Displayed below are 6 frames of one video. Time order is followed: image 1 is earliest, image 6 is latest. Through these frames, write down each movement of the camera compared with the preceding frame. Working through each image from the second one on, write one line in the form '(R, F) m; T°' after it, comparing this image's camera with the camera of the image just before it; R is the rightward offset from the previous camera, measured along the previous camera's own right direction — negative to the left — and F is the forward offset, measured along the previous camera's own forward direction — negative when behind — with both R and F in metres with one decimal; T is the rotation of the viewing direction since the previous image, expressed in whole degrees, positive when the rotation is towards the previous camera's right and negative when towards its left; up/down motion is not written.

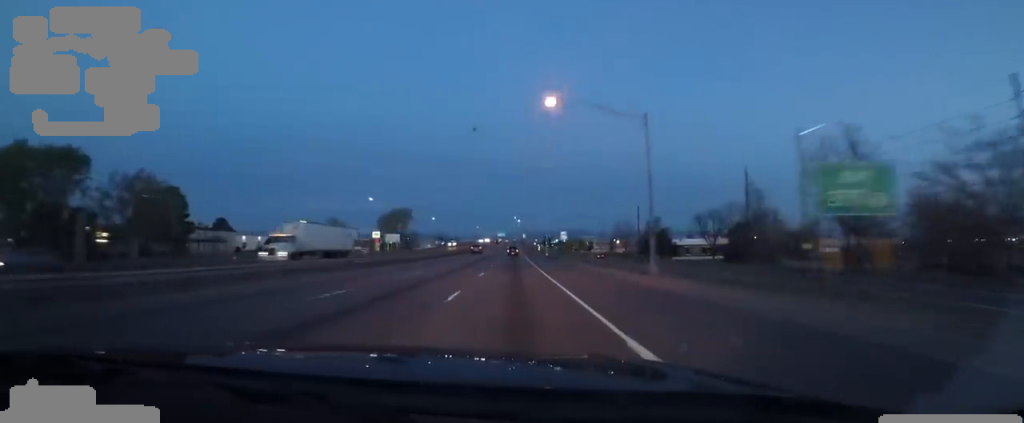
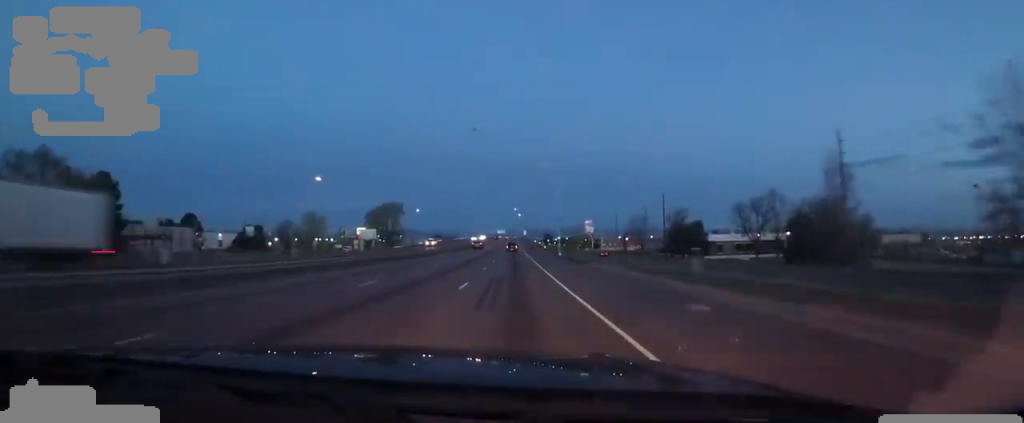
(0.0, +22.1) m; 0°
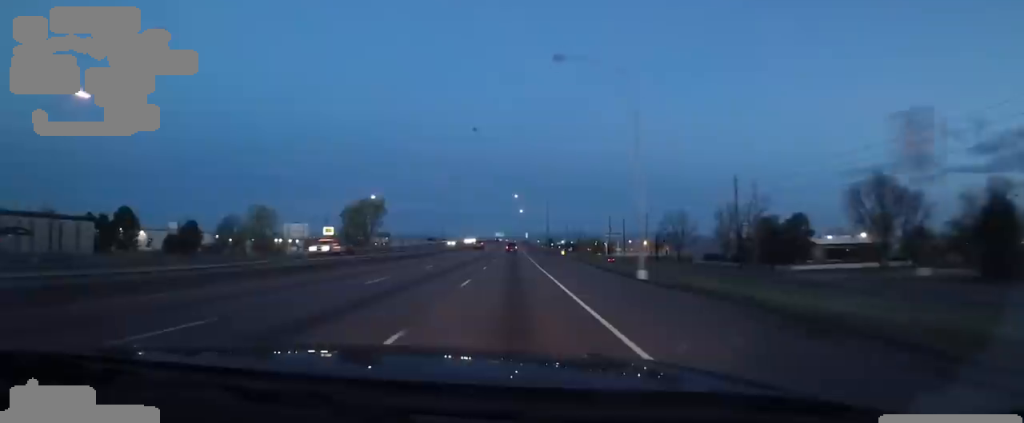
(0.0, +36.1) m; 0°
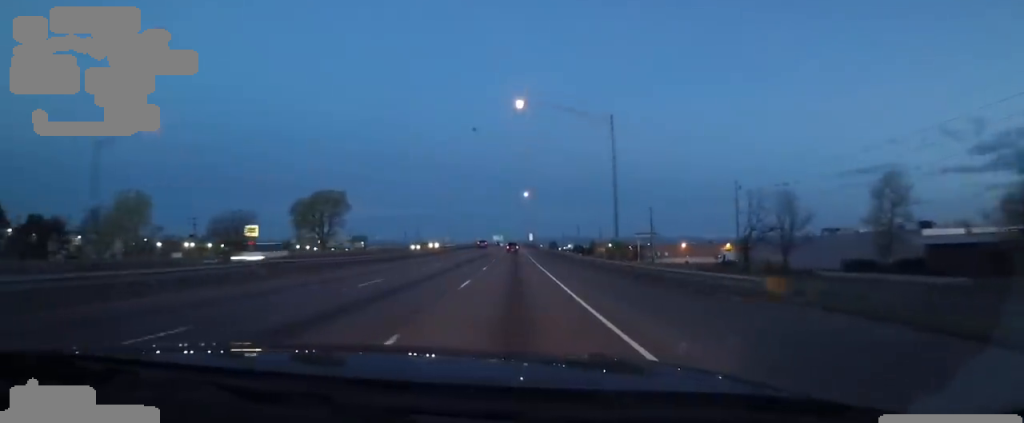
(0.0, +48.8) m; 0°
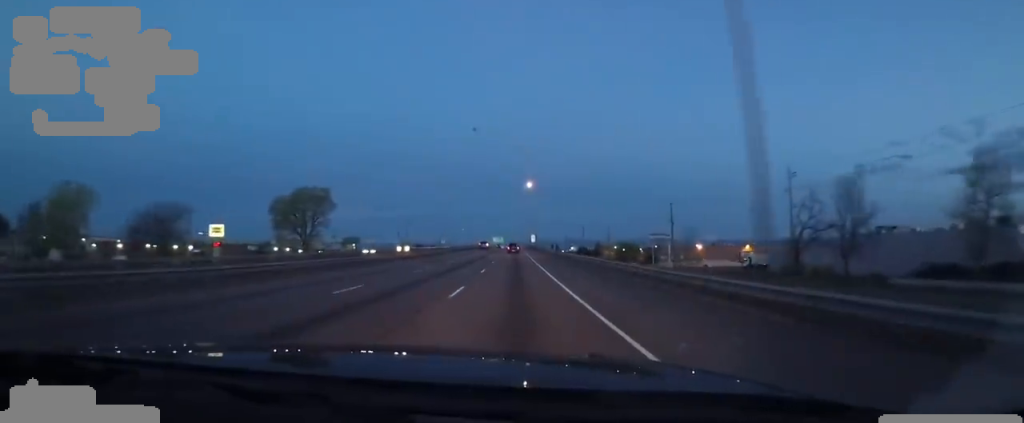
(0.0, +14.5) m; 0°
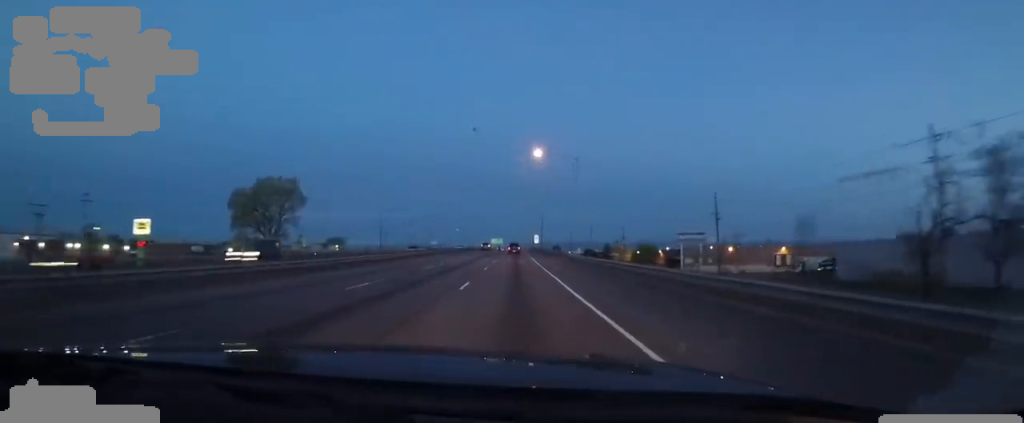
(0.0, +22.8) m; 0°
